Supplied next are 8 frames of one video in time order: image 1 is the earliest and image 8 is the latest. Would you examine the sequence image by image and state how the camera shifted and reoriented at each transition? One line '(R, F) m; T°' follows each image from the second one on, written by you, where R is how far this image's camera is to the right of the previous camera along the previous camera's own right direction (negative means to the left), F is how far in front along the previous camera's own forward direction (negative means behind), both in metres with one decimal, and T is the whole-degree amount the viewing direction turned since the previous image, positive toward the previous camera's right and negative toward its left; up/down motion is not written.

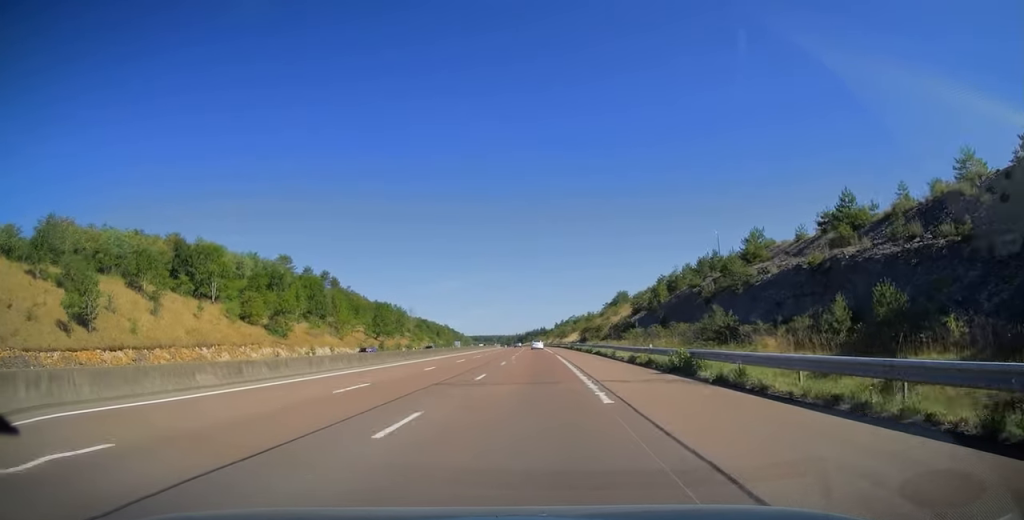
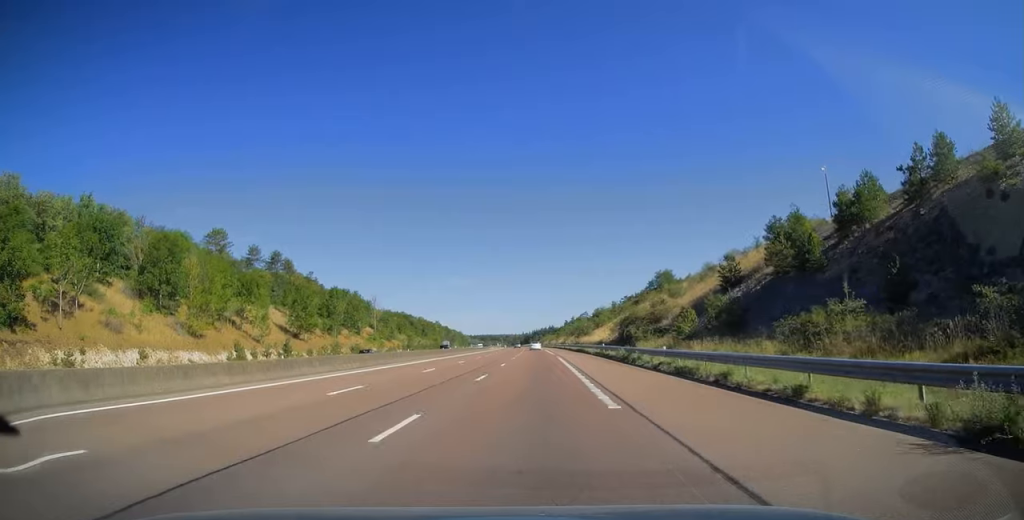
(-0.3, +52.8) m; -1°
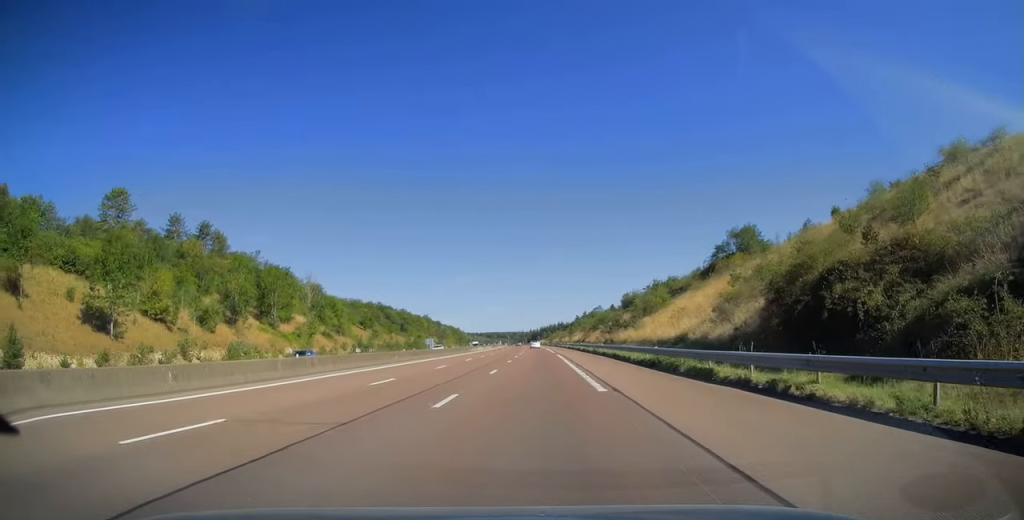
(-0.3, +48.3) m; -1°
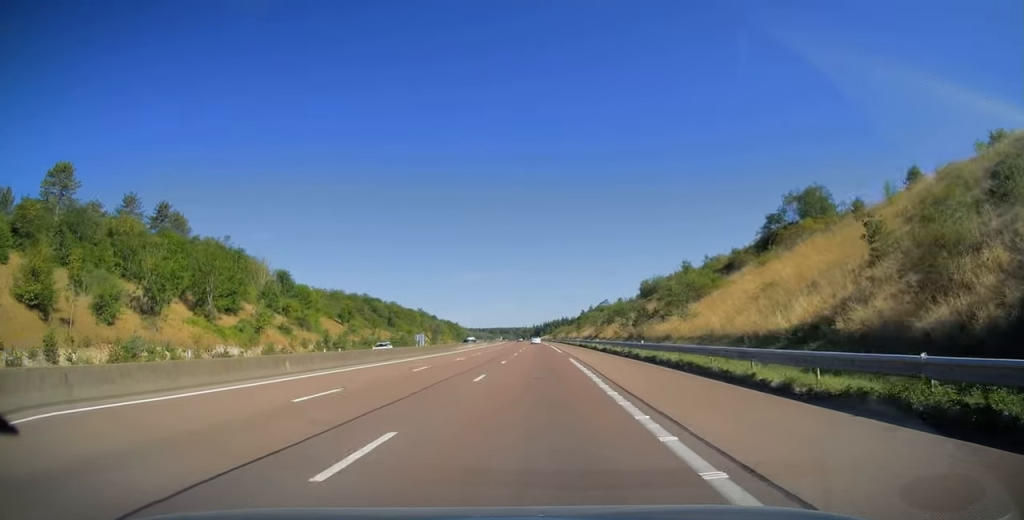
(0.0, +19.8) m; 0°
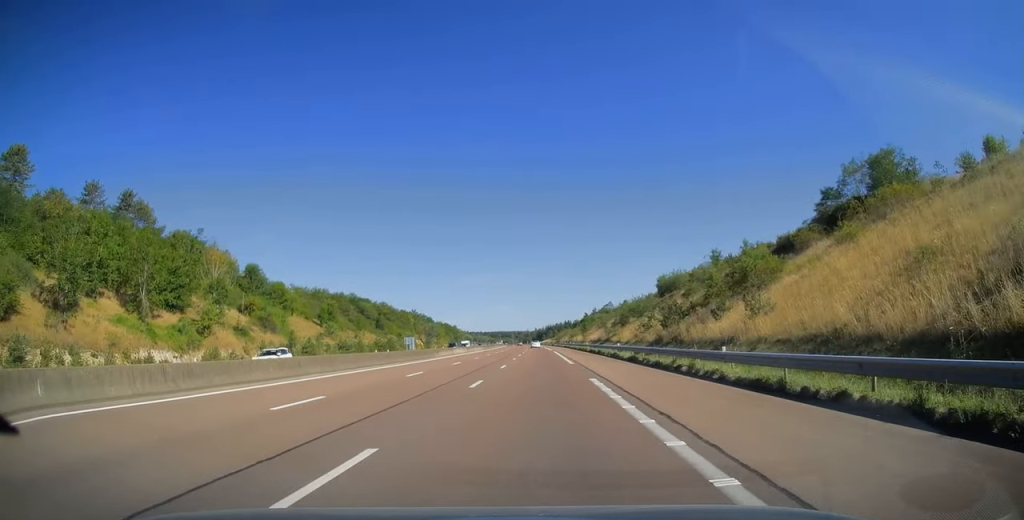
(0.0, +14.3) m; 0°
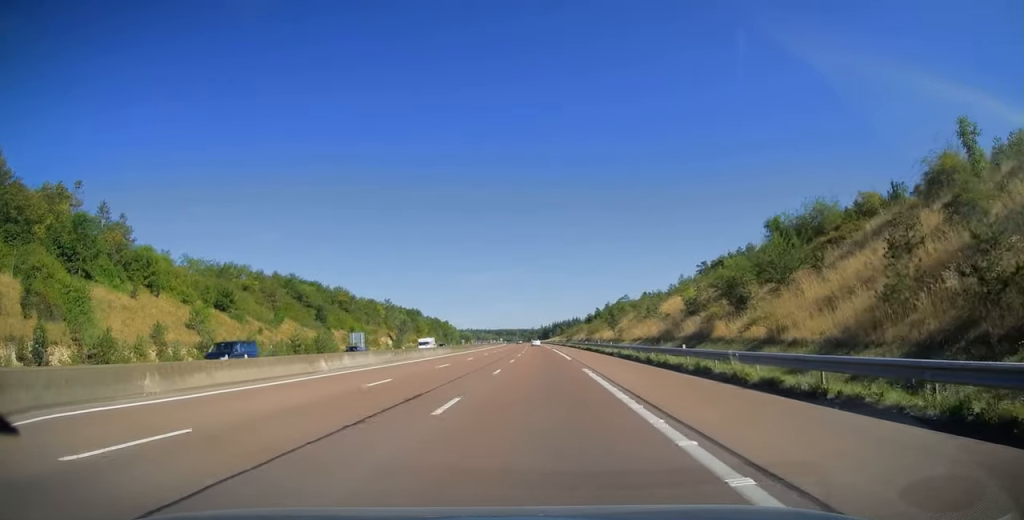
(-0.3, +45.8) m; -1°
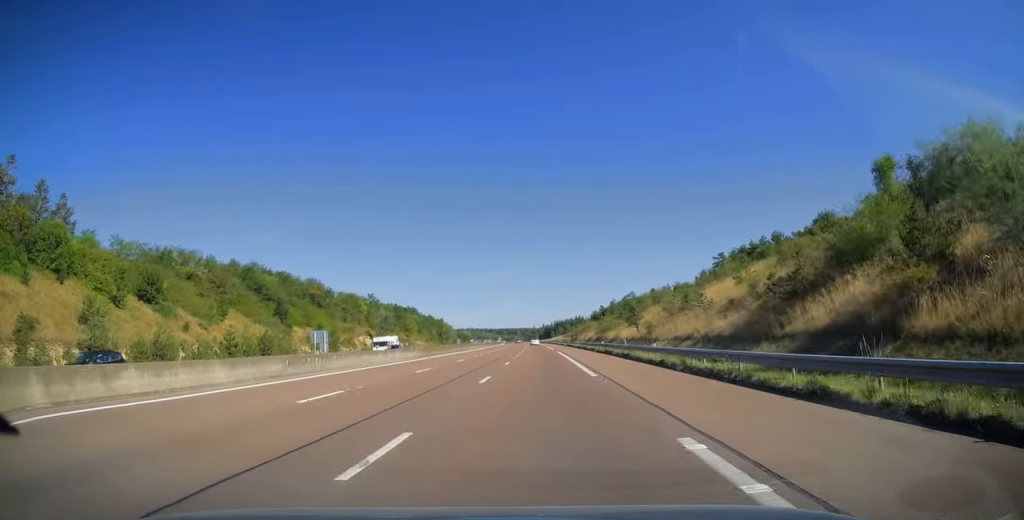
(-0.1, +18.3) m; 0°
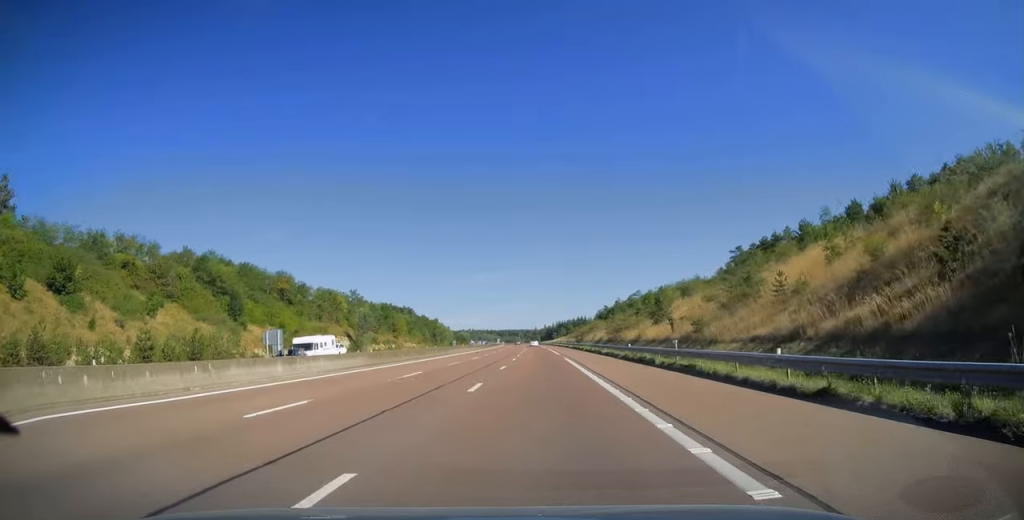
(0.0, +15.8) m; 0°
